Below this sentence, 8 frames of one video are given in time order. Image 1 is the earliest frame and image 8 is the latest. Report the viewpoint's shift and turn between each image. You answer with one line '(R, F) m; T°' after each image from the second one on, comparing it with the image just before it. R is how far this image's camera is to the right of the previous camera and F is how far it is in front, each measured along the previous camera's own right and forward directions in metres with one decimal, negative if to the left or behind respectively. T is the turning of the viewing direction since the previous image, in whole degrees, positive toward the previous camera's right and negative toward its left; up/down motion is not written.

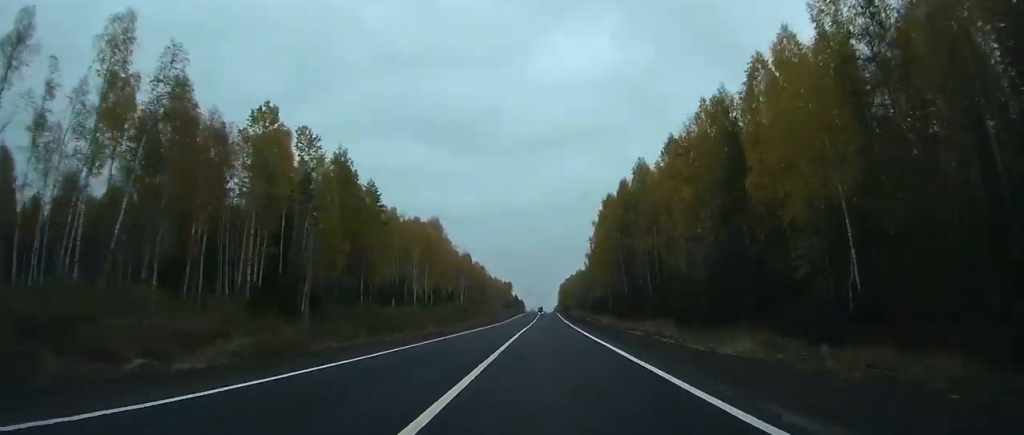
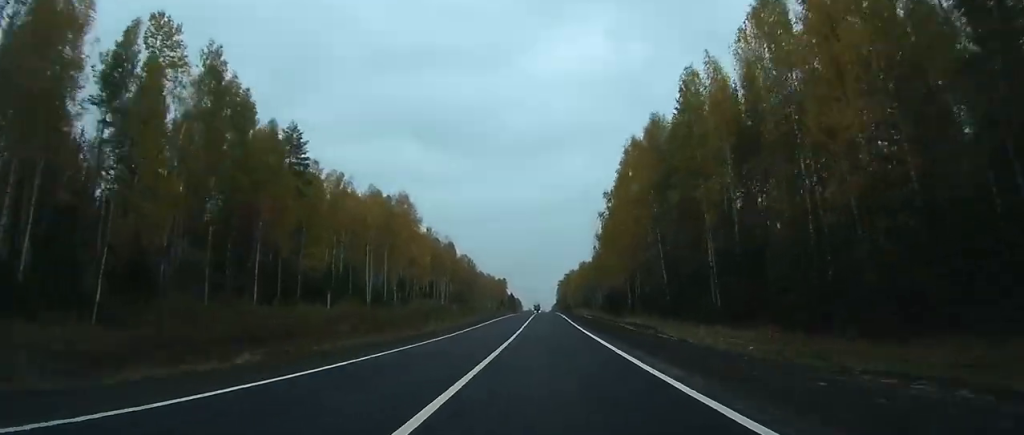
(+0.1, +38.2) m; 0°
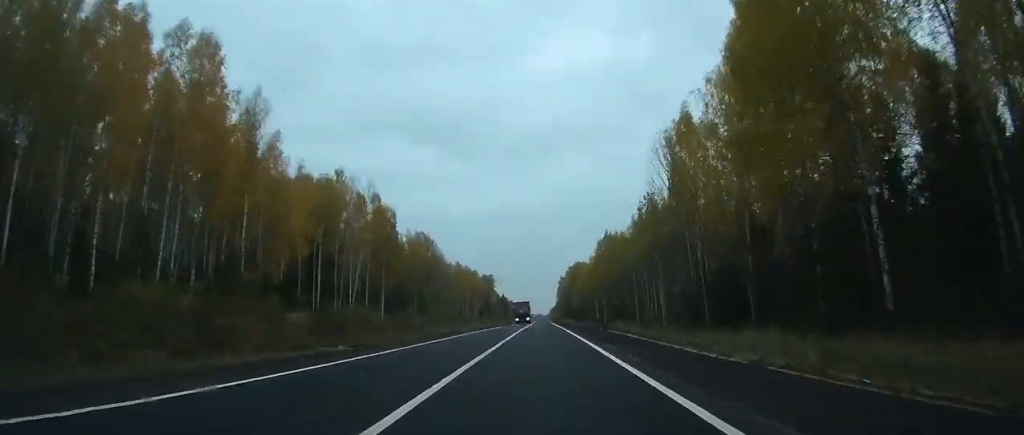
(+0.3, +87.0) m; +1°
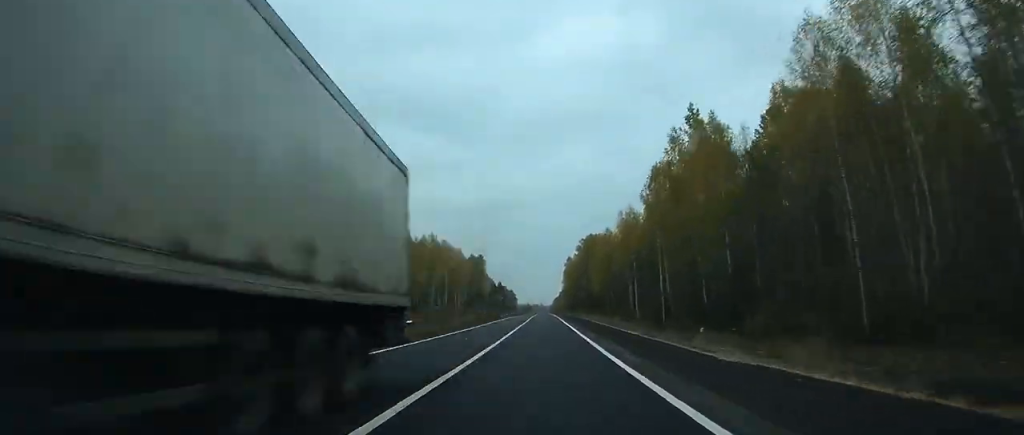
(+1.6, +62.0) m; +2°
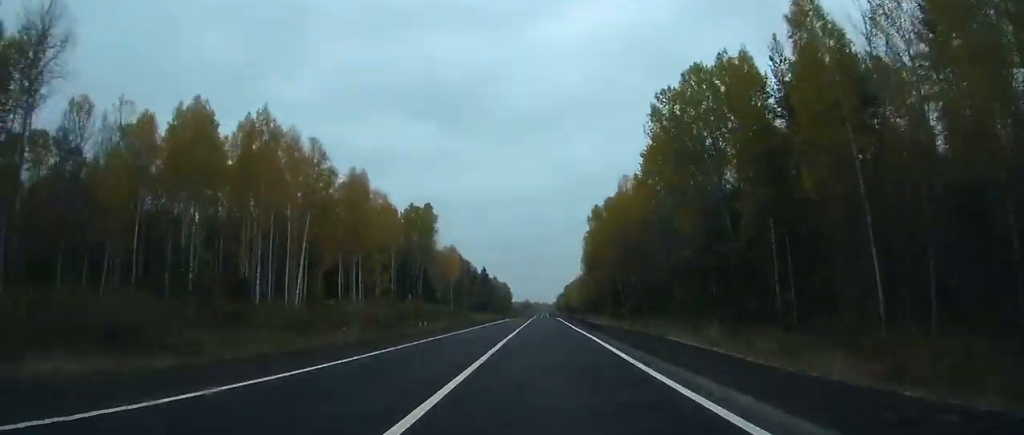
(-9.1, +126.1) m; -5°
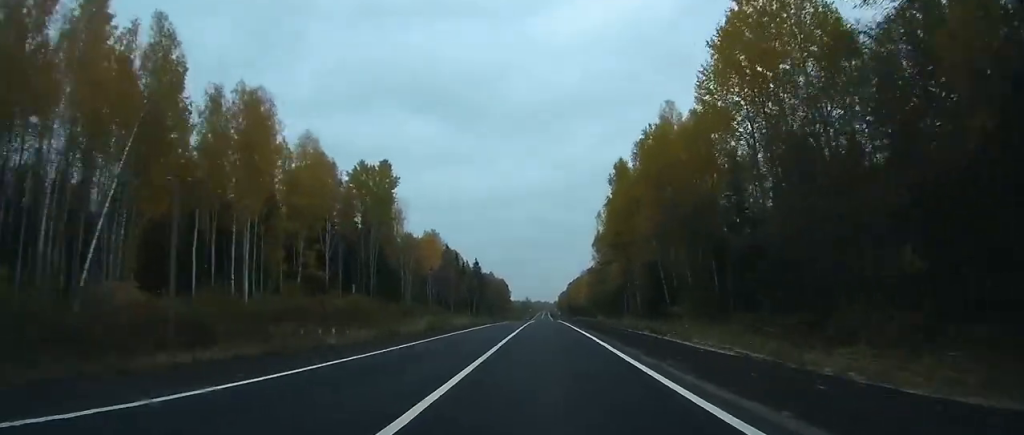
(+1.0, +42.2) m; +2°
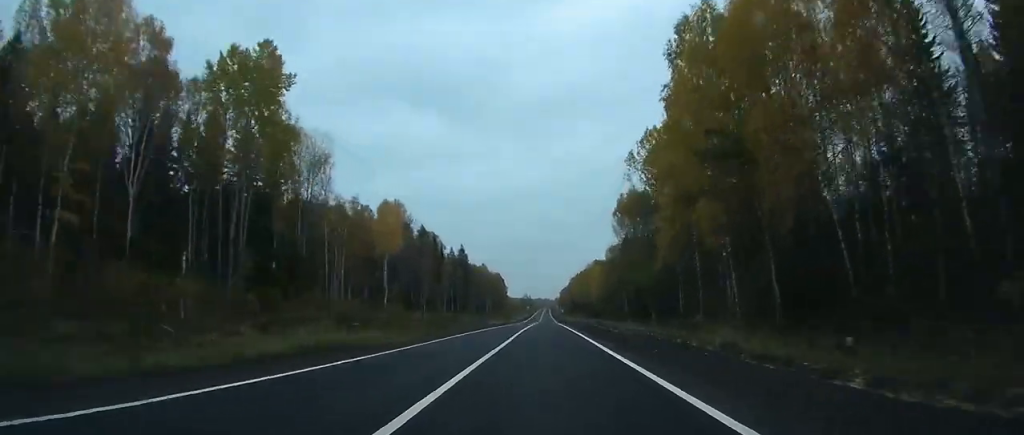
(+0.2, +46.9) m; 0°
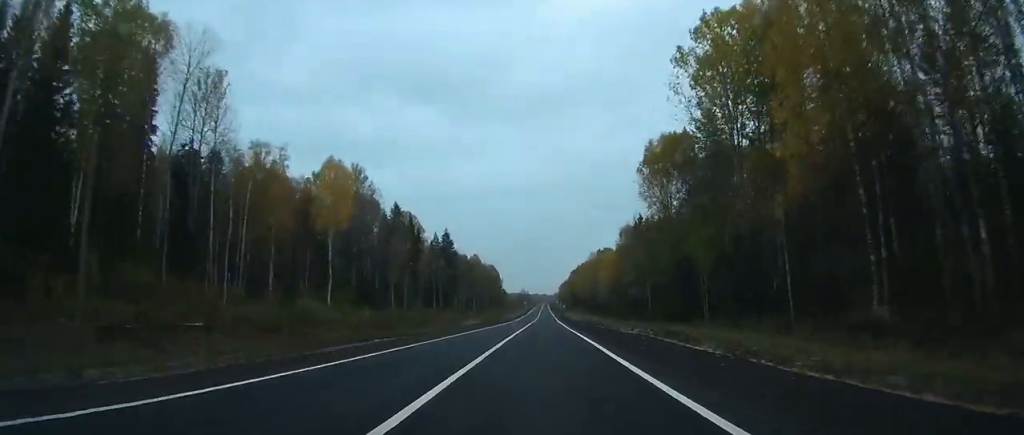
(+0.1, +30.0) m; 0°
